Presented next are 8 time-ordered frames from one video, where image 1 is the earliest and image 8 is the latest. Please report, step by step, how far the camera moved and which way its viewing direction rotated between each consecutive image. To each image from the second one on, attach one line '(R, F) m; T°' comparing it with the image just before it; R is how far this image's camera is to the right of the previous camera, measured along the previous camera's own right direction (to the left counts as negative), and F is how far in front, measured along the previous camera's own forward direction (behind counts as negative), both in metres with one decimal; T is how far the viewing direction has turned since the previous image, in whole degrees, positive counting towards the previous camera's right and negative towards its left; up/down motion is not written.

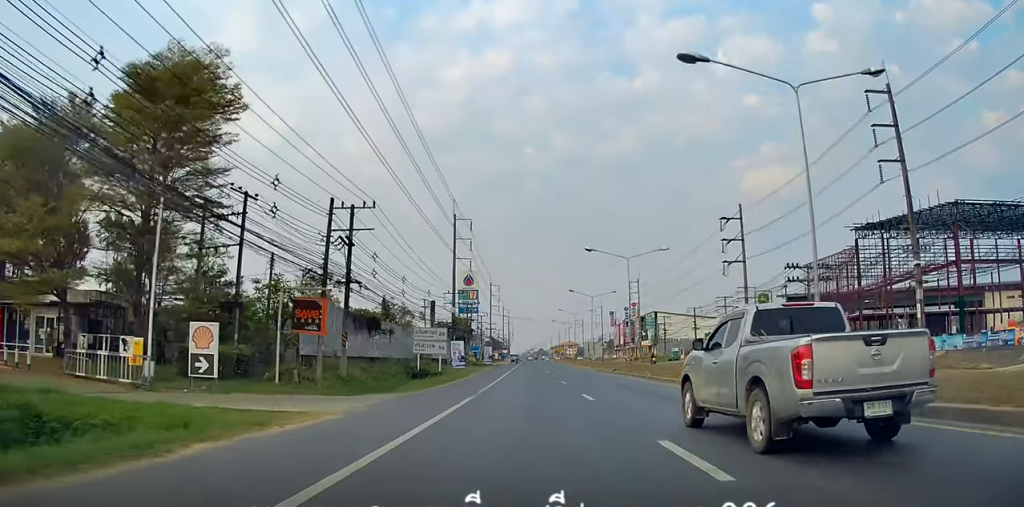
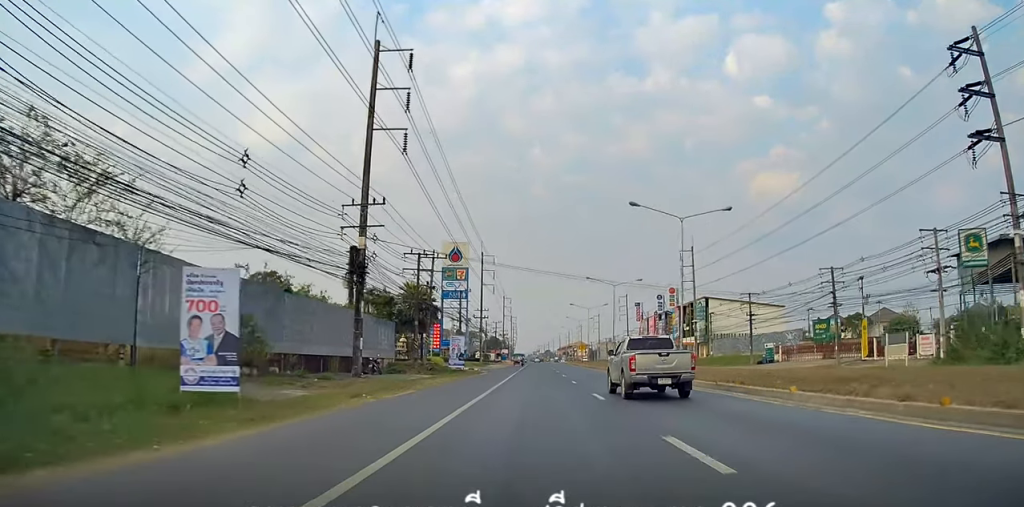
(-0.4, +46.2) m; -1°
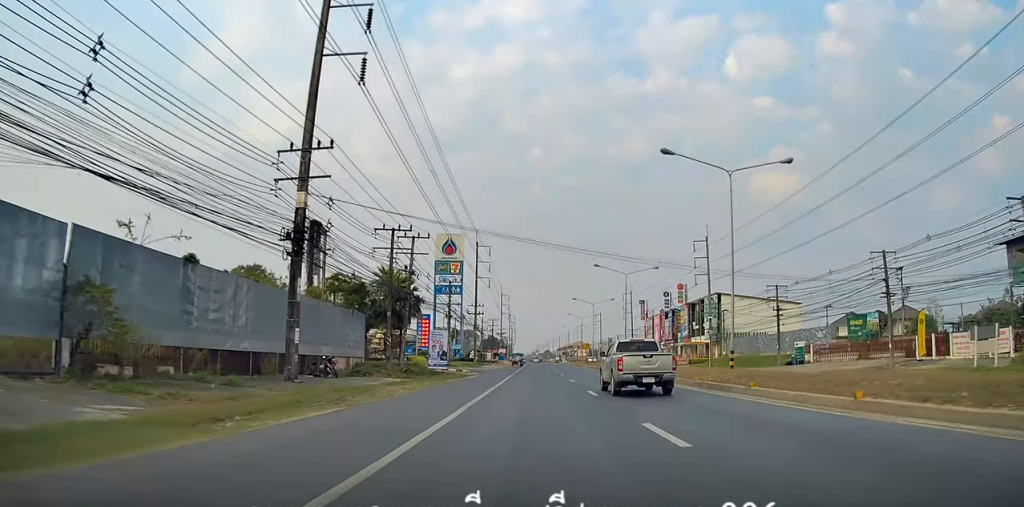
(0.0, +9.4) m; 0°
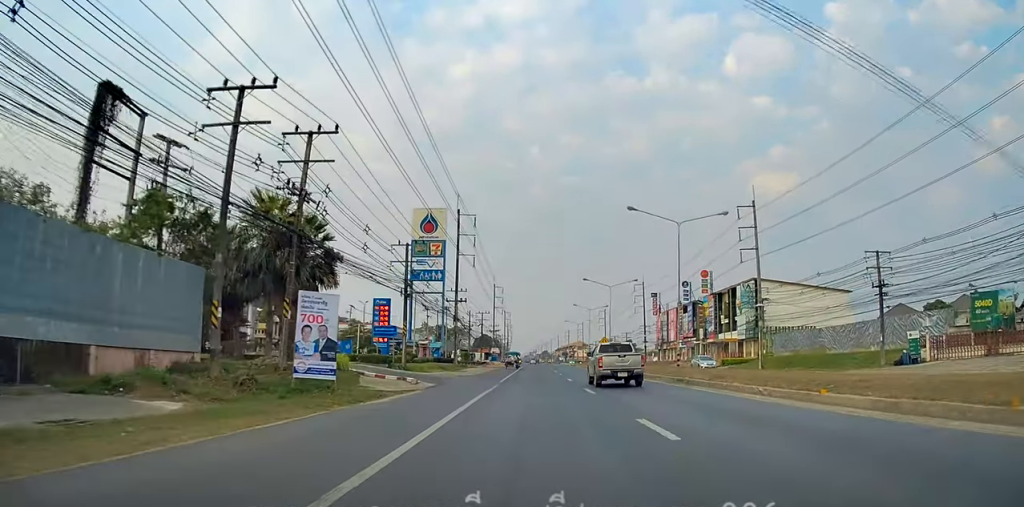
(+0.5, +22.6) m; +2°
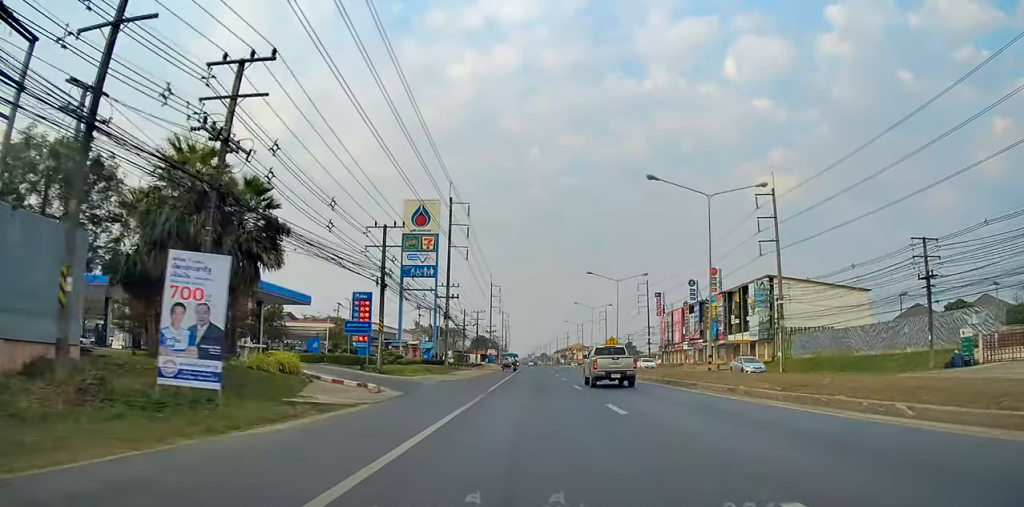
(+0.2, +6.8) m; 0°
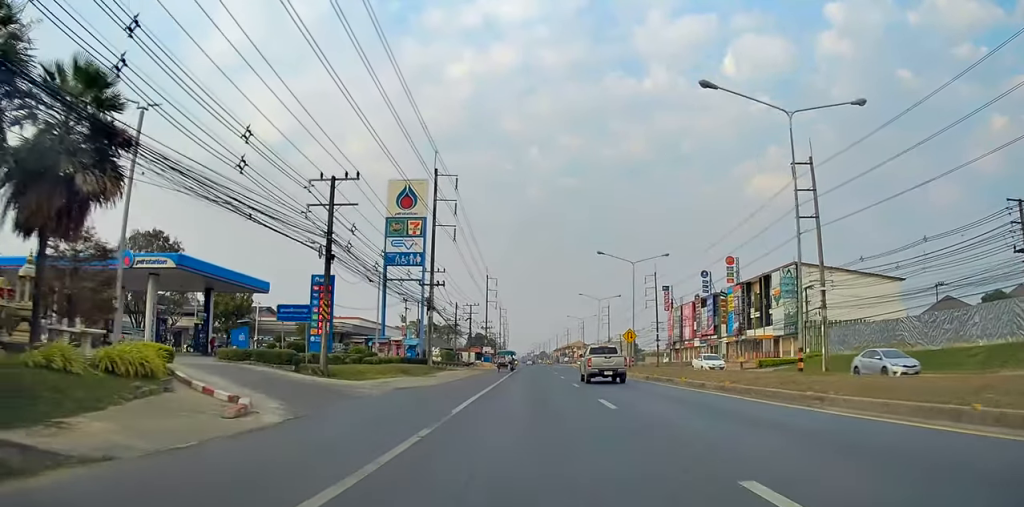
(-0.4, +10.4) m; -2°
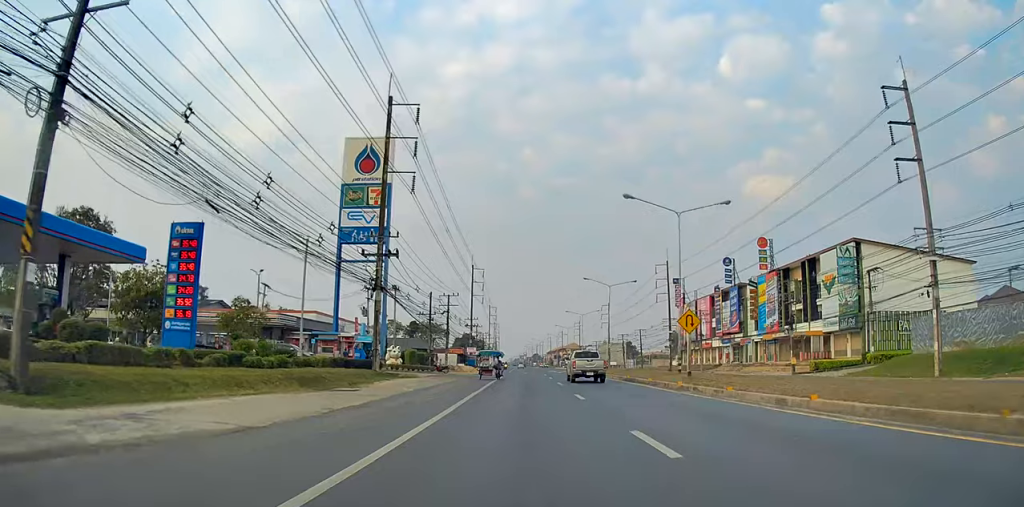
(-0.3, +18.0) m; -1°
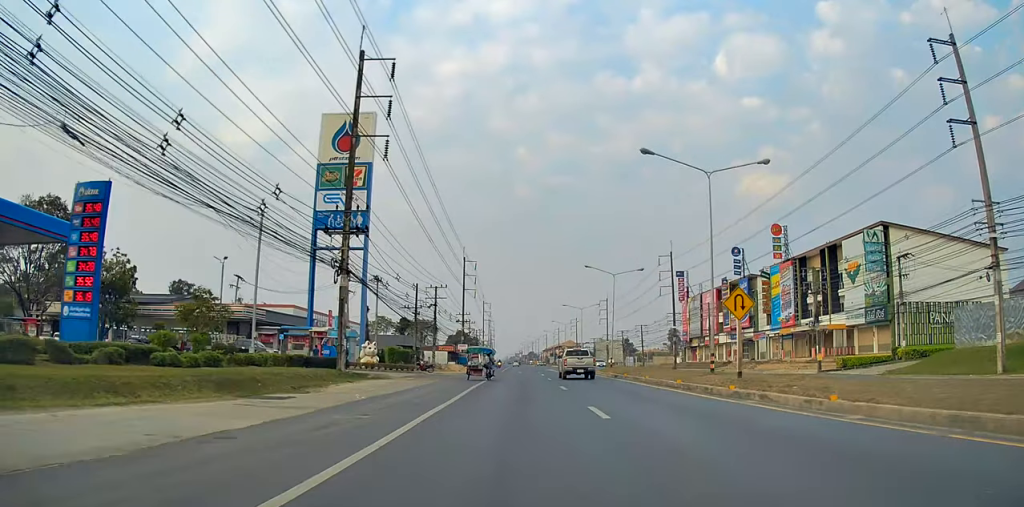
(0.0, +7.1) m; +1°
